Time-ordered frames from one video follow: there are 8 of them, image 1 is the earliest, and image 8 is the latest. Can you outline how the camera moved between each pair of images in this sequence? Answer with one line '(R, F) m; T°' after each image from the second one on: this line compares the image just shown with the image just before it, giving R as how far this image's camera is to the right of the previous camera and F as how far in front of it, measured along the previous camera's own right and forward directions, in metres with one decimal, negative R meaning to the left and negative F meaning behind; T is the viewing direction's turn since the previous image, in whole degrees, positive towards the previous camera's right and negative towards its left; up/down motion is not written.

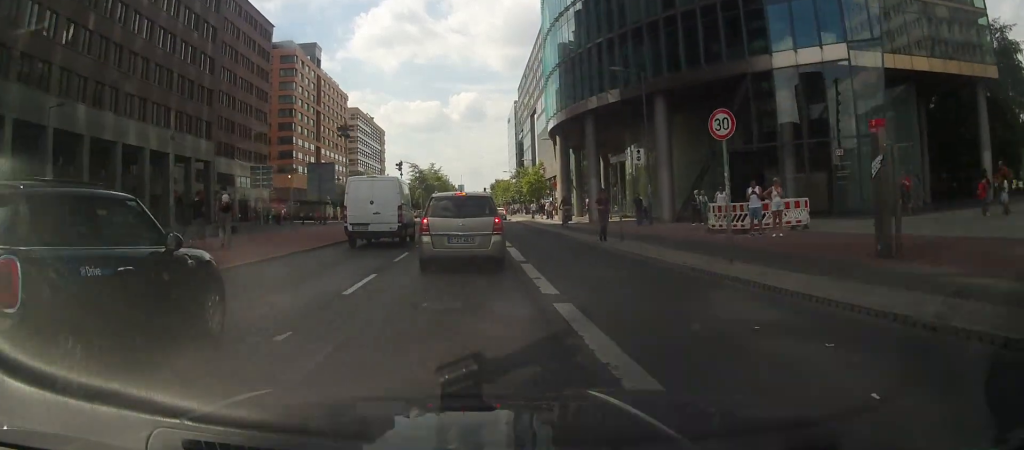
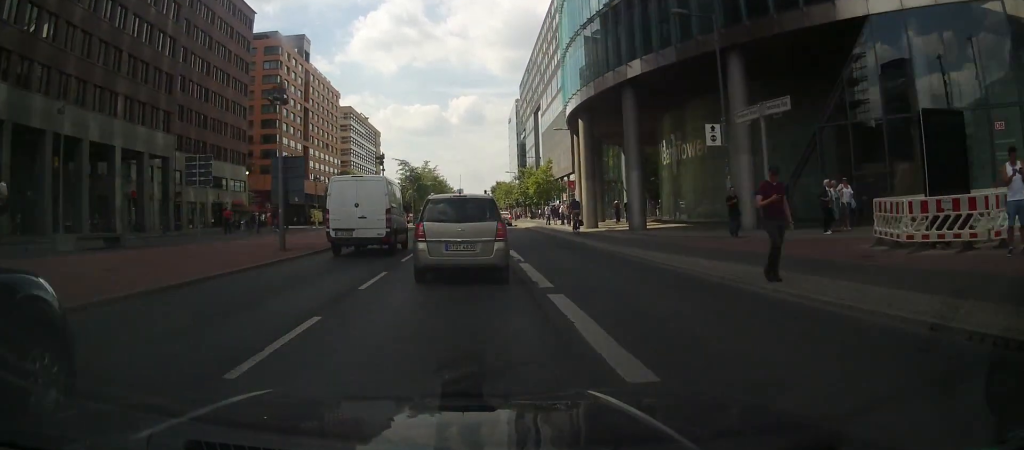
(-0.1, +11.4) m; -2°
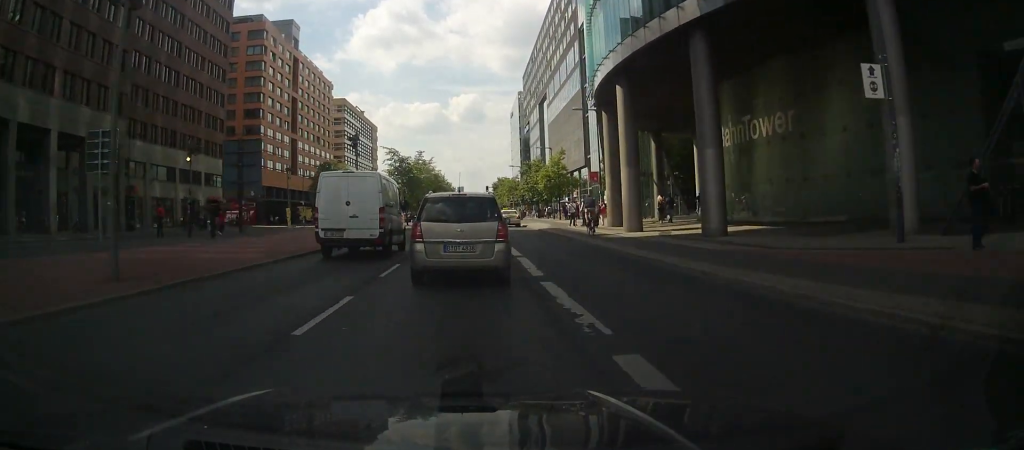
(-0.4, +10.8) m; -3°
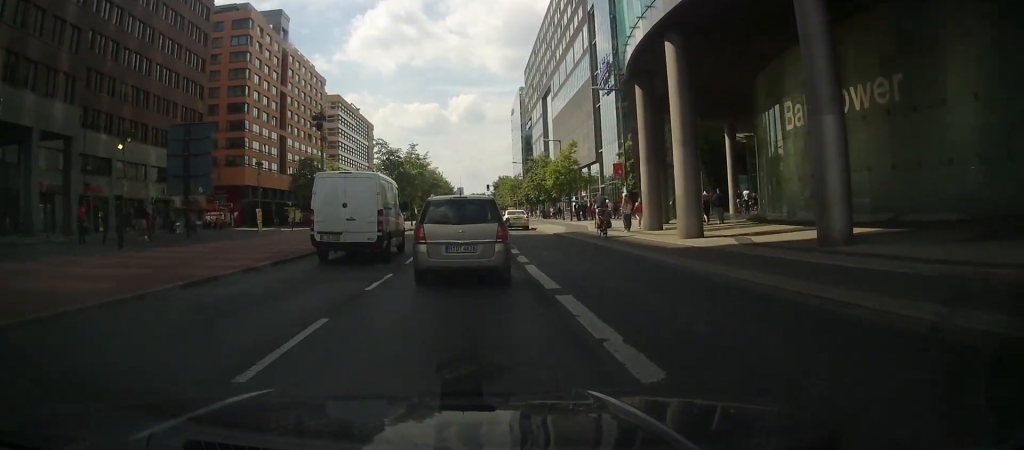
(0.0, +8.1) m; +1°
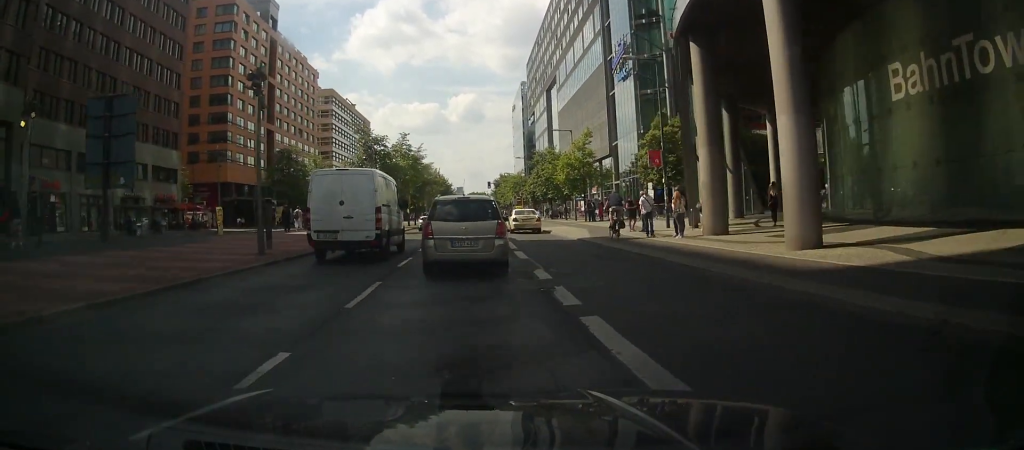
(+0.2, +7.9) m; +2°
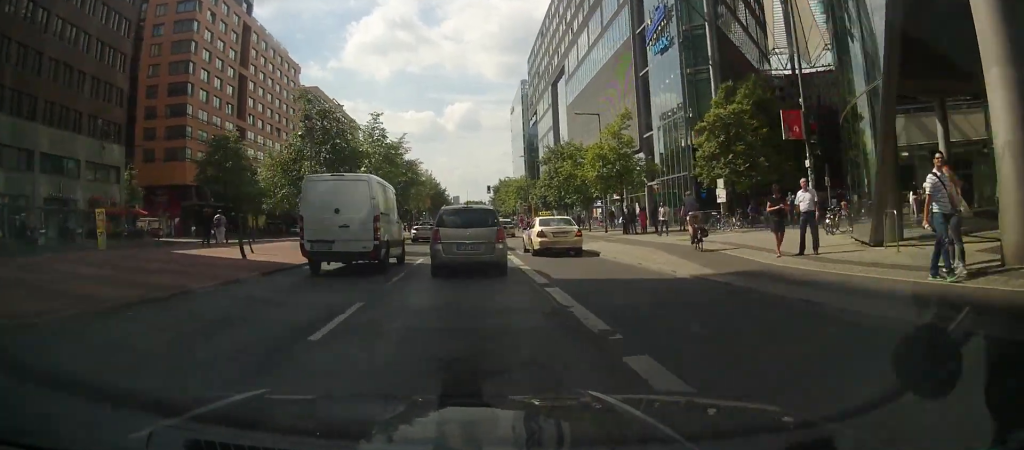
(+0.4, +13.6) m; +4°
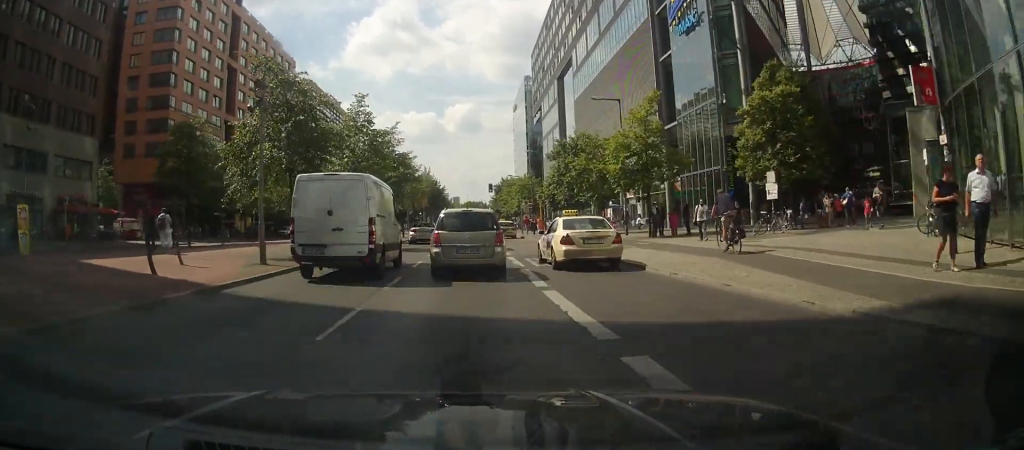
(+0.3, +5.6) m; 0°
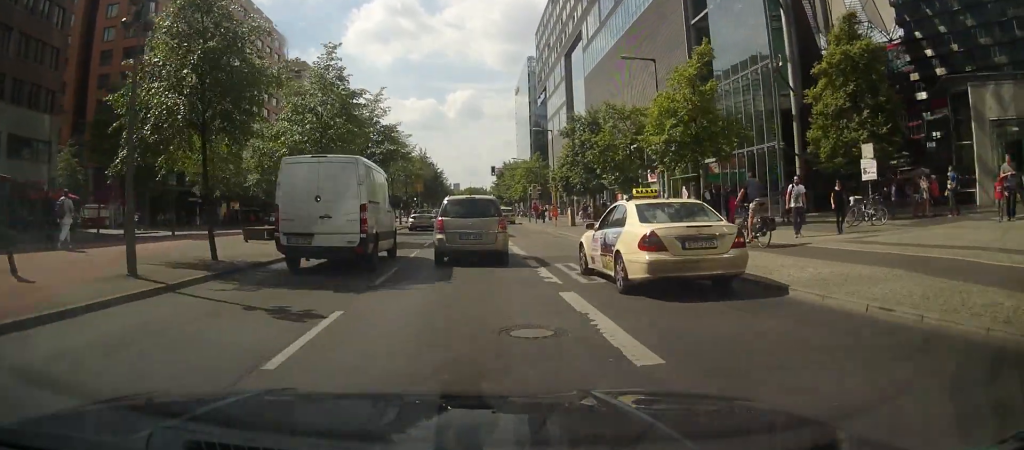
(-0.5, +7.1) m; -2°
